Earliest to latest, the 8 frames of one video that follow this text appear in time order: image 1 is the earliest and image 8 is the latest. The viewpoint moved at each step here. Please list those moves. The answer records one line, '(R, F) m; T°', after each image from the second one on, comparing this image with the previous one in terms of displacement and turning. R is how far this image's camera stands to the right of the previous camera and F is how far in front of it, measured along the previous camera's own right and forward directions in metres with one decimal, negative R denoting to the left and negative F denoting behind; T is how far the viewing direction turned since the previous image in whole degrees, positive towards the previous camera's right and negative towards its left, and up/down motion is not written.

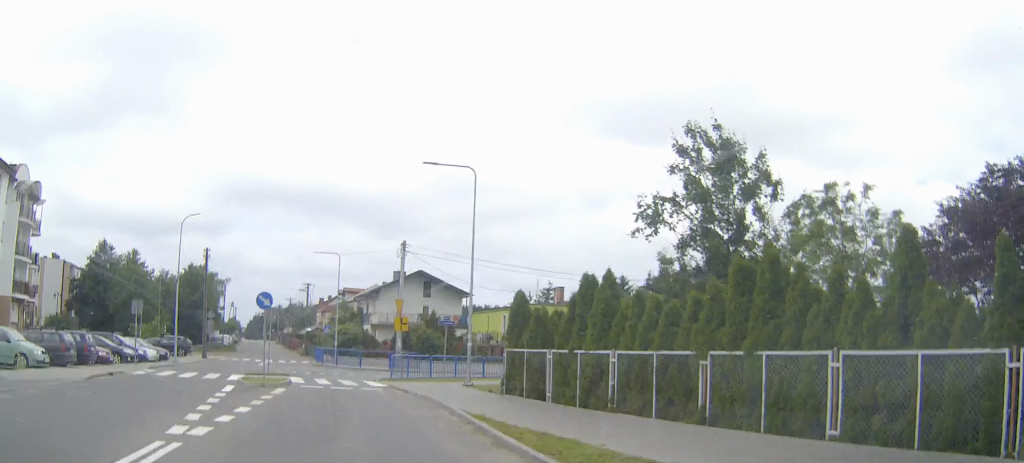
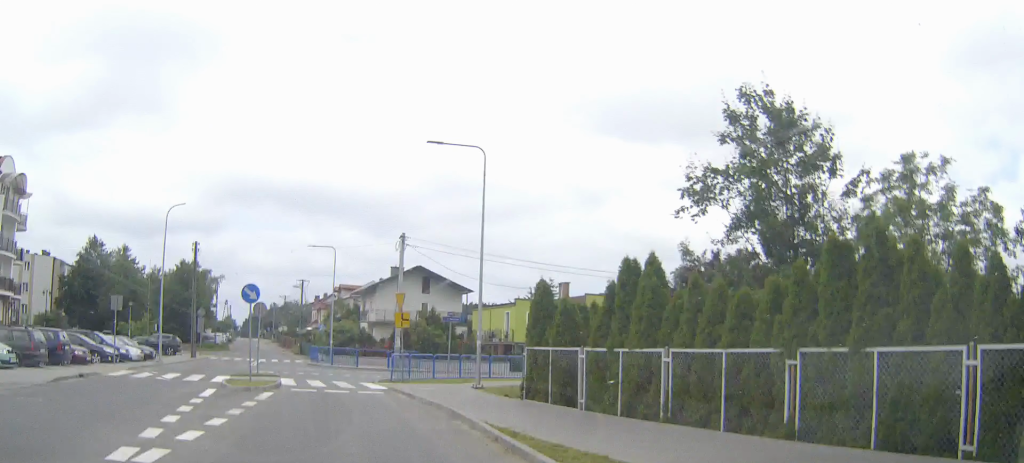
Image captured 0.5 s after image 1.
(0.0, +2.8) m; 0°
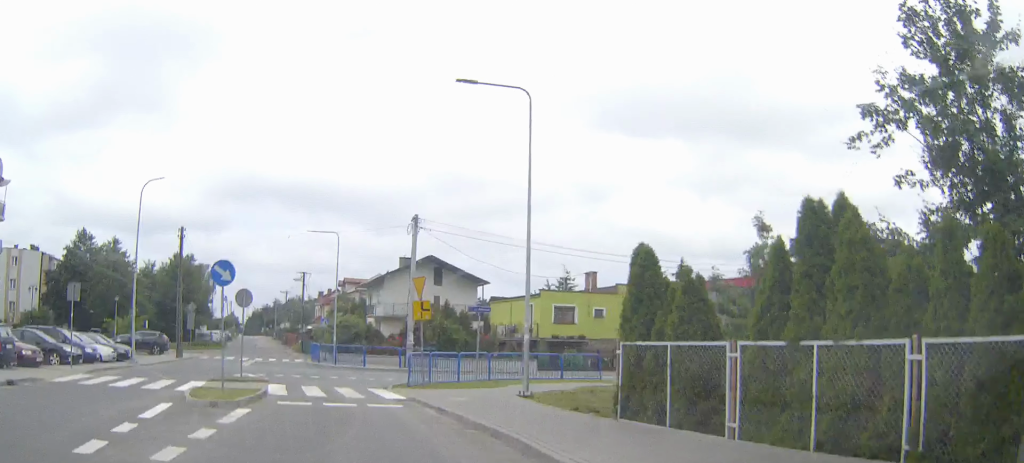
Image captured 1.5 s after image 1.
(0.0, +6.1) m; 0°
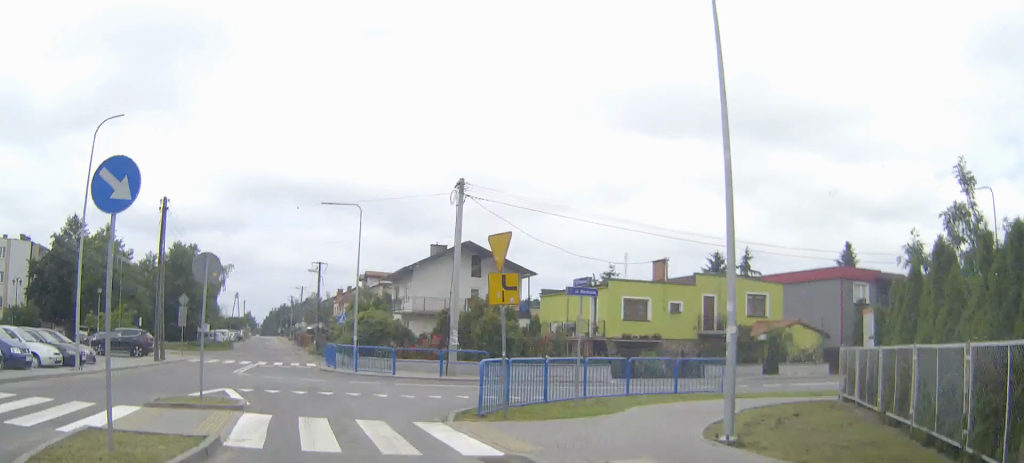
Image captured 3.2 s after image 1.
(-0.1, +9.4) m; -1°
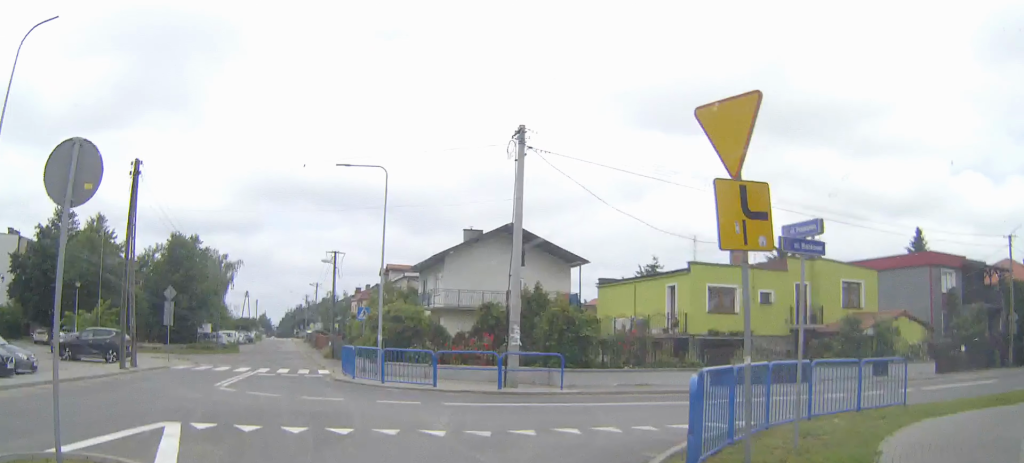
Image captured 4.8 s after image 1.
(0.0, +8.2) m; 0°
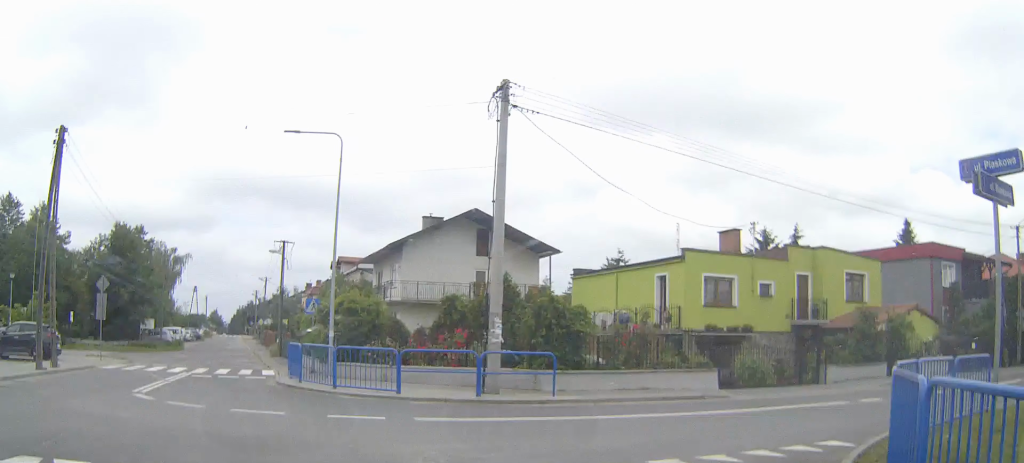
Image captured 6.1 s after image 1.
(0.0, +5.9) m; +4°
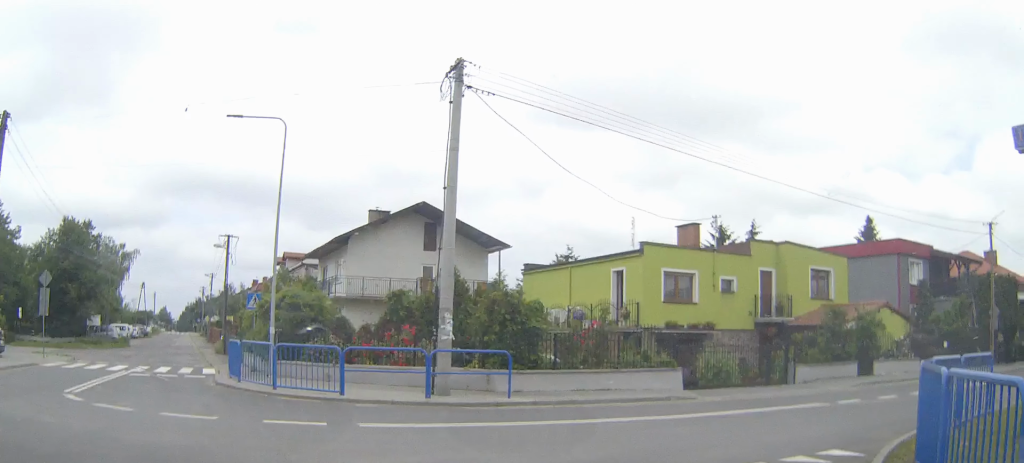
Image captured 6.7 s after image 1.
(+0.1, +2.3) m; +5°
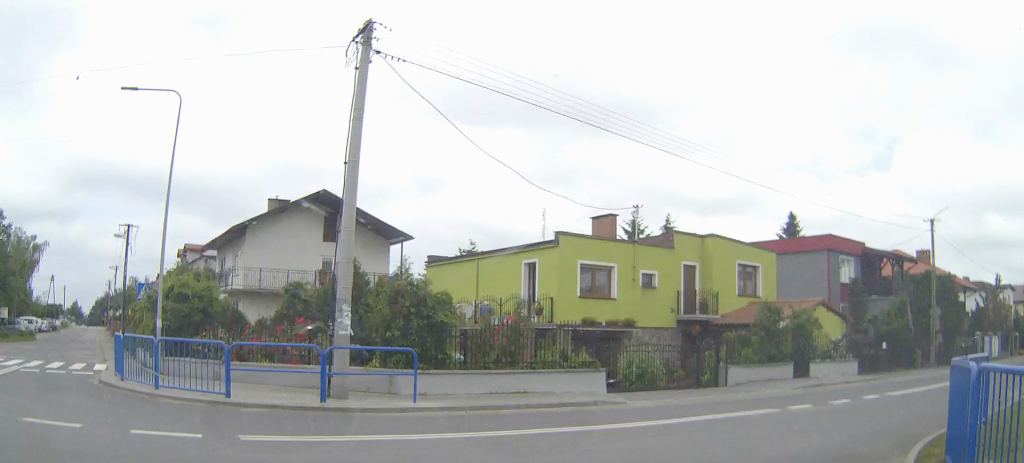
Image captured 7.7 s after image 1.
(+0.3, +3.2) m; +12°
